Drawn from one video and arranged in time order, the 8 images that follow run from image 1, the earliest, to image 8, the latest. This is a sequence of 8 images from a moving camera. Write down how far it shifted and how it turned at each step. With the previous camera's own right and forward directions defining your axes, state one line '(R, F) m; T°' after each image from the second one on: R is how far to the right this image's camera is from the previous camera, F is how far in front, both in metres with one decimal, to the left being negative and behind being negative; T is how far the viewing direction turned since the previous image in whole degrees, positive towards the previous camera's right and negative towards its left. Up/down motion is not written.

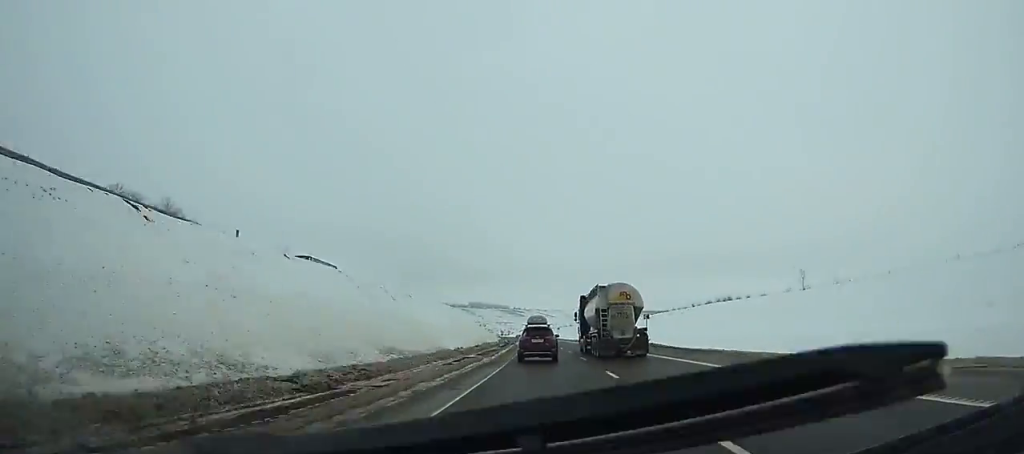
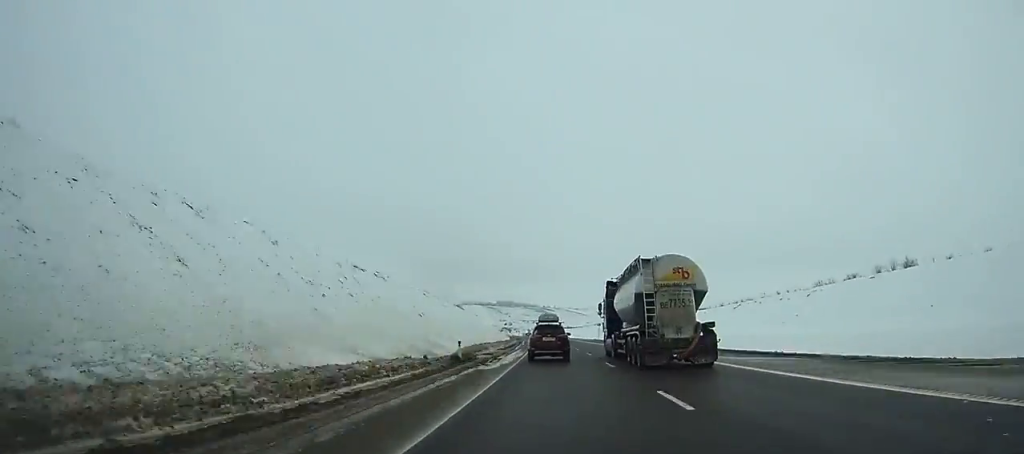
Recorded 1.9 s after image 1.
(-0.7, +54.9) m; -2°
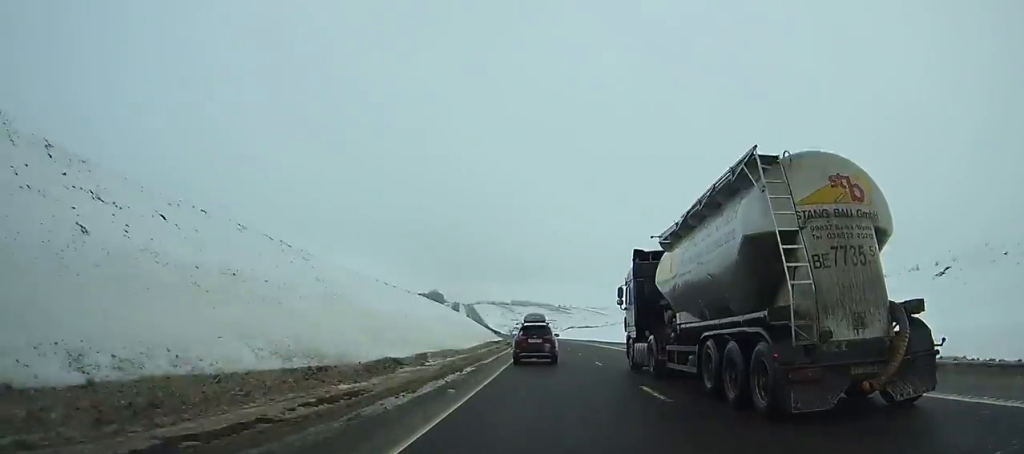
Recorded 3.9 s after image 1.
(-1.2, +58.6) m; -2°
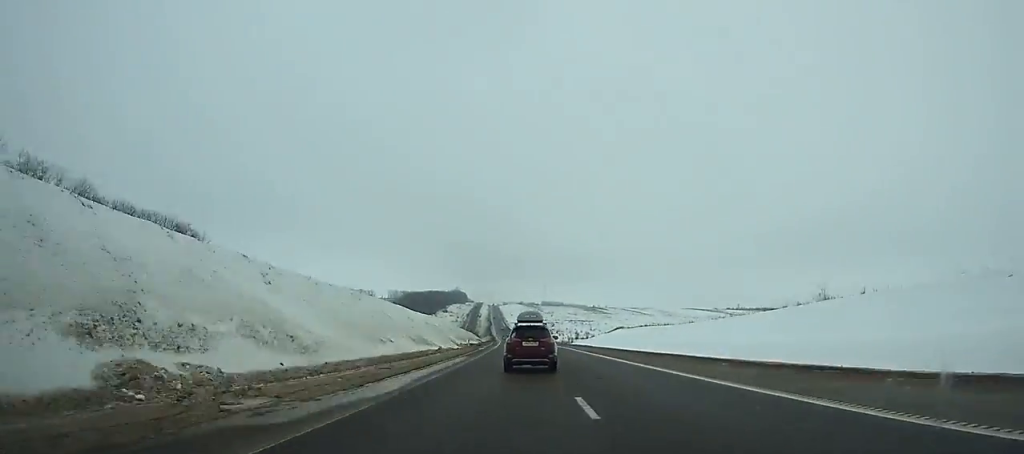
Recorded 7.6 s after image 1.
(-2.5, +109.2) m; -4°
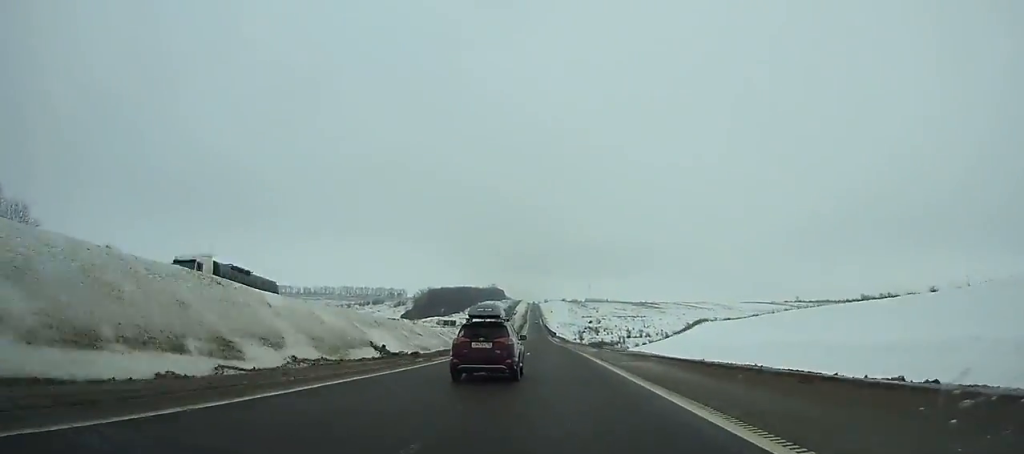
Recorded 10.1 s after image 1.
(-2.6, +74.6) m; -3°
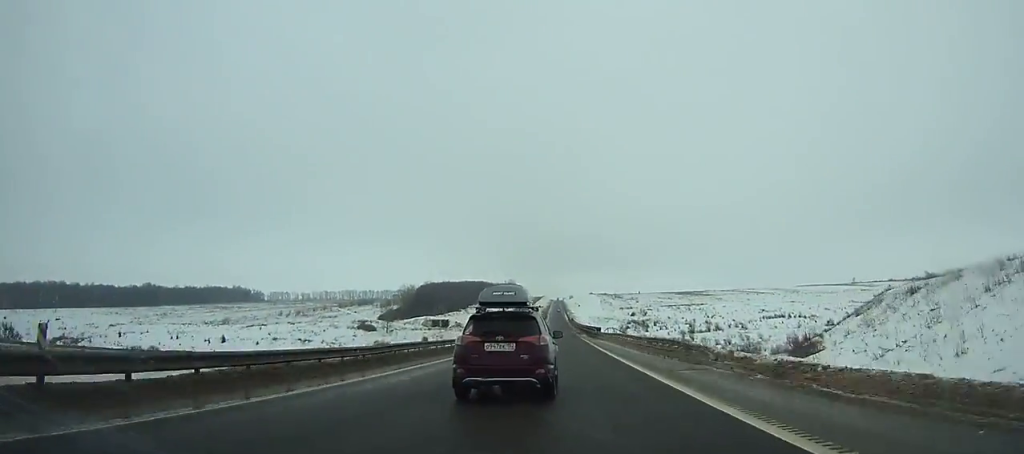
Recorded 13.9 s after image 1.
(-3.2, +113.8) m; -3°
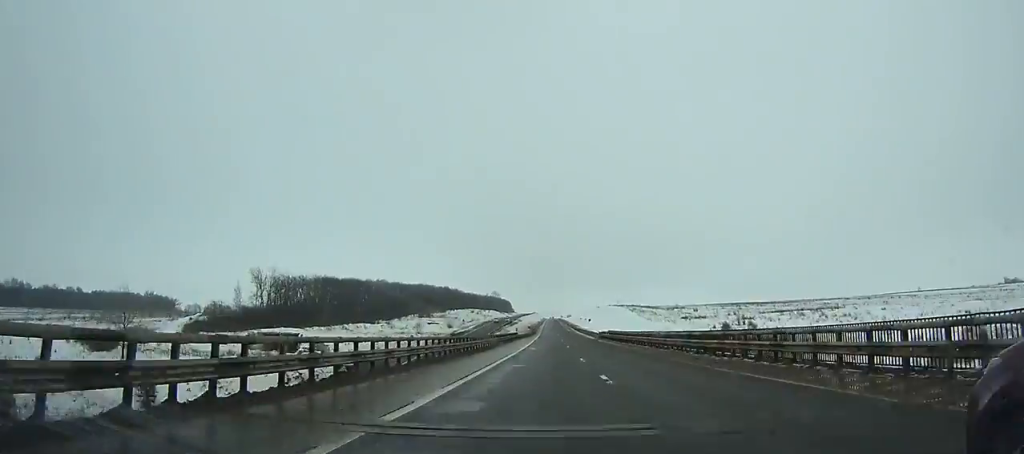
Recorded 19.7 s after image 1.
(-0.2, +176.7) m; +1°
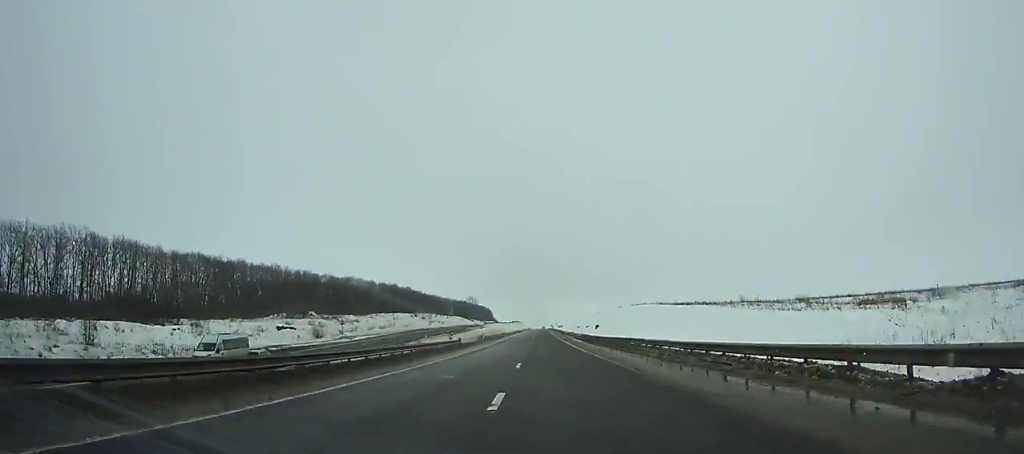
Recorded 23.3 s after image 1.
(+1.2, +111.0) m; 0°
